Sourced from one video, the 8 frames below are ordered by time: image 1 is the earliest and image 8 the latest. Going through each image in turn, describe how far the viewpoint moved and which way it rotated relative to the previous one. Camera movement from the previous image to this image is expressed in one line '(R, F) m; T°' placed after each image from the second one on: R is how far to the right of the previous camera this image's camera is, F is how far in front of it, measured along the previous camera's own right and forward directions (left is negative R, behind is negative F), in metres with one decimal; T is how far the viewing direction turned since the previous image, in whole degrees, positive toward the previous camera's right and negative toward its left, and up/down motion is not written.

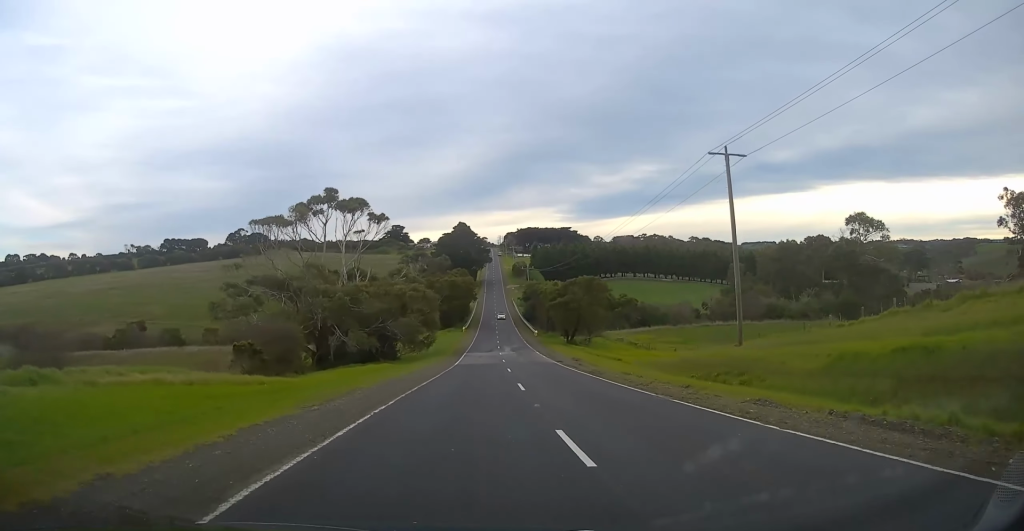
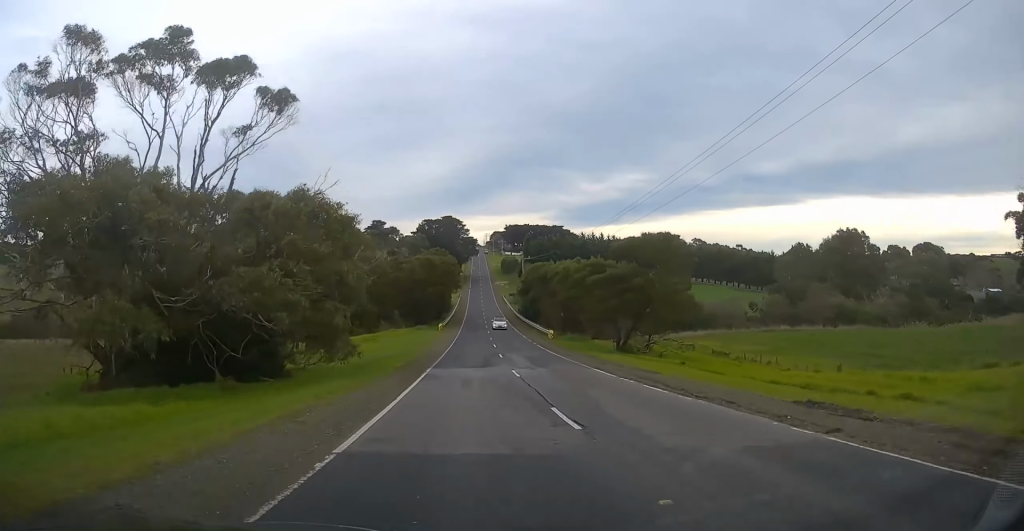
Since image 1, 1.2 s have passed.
(+0.7, +33.2) m; +2°
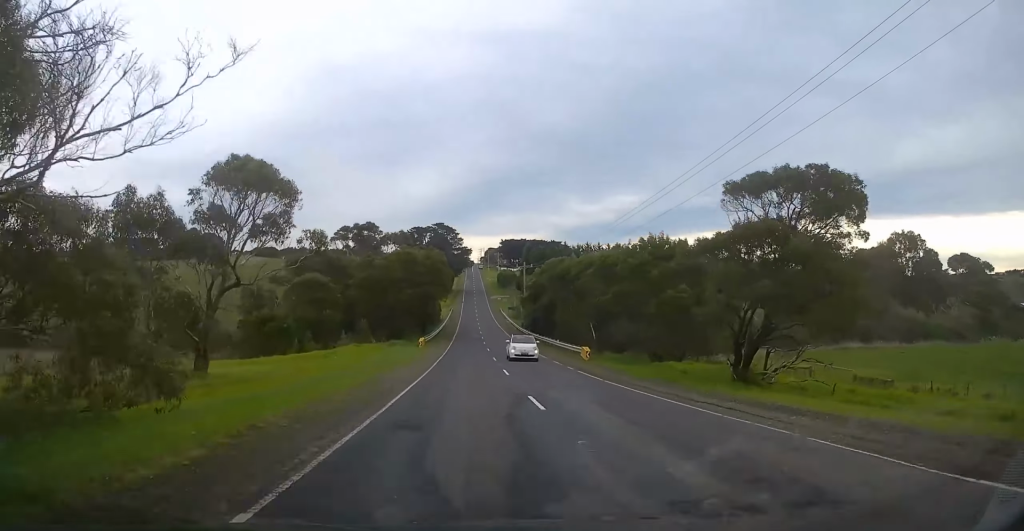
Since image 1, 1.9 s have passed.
(0.0, +20.6) m; 0°
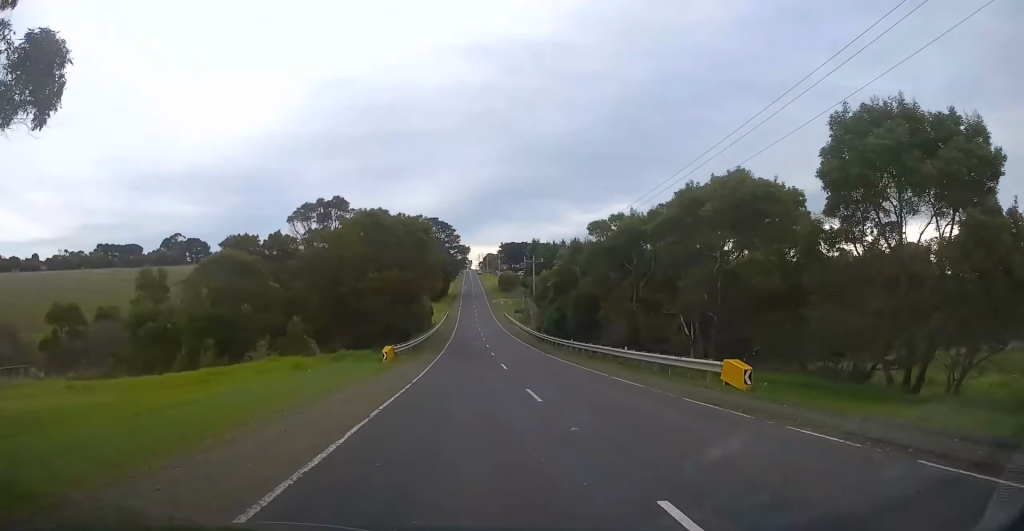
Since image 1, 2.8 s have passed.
(+0.1, +22.7) m; +1°
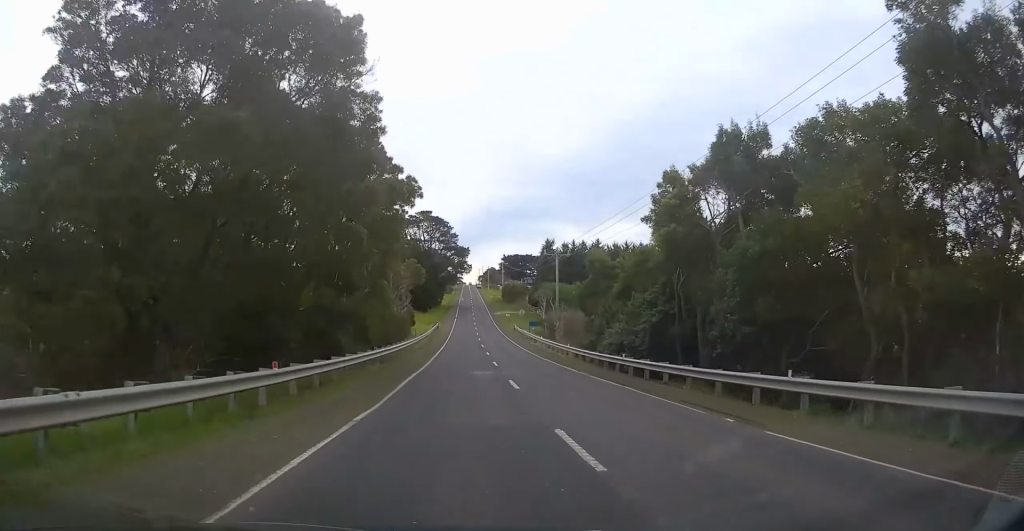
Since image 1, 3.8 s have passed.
(+0.3, +30.8) m; 0°
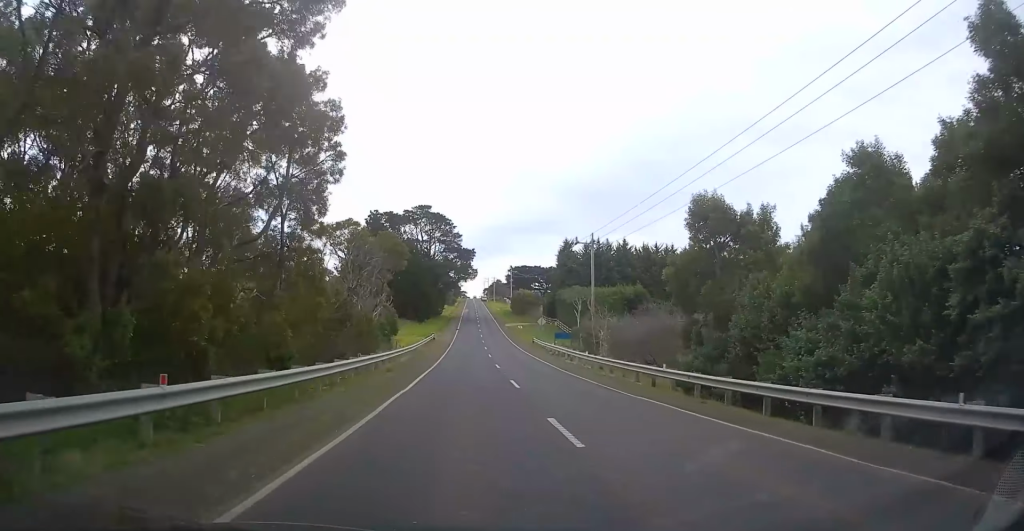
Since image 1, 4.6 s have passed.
(0.0, +20.4) m; 0°
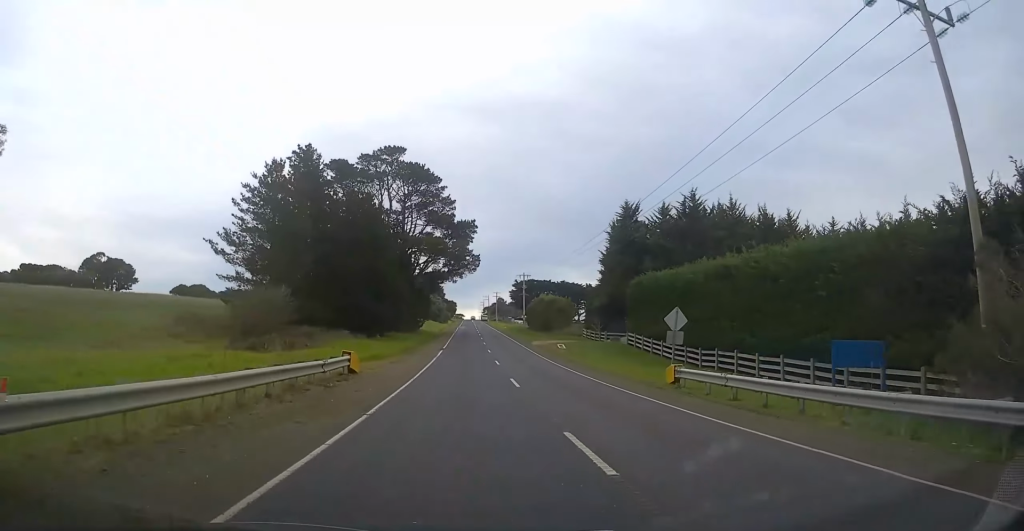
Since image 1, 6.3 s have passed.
(-0.2, +48.3) m; 0°
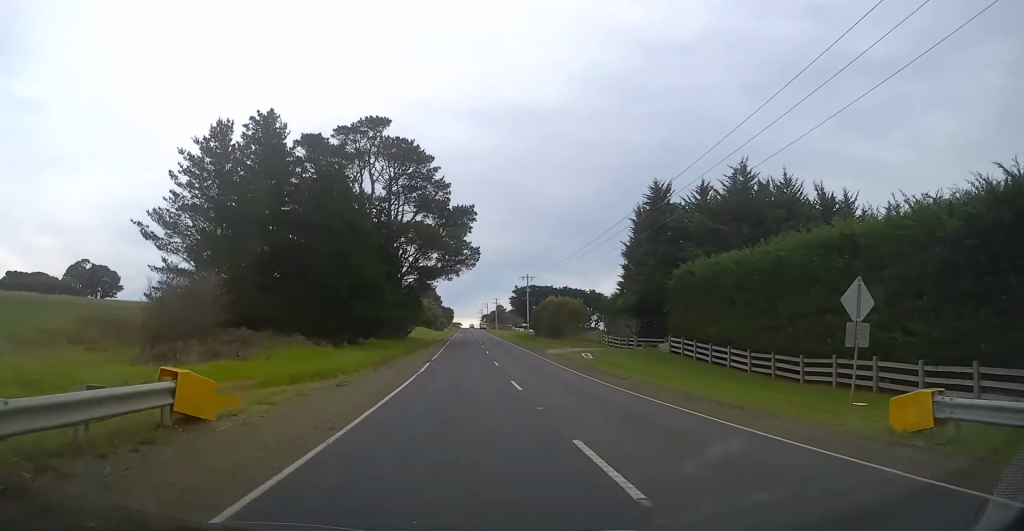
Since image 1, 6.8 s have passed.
(-0.1, +13.0) m; 0°
